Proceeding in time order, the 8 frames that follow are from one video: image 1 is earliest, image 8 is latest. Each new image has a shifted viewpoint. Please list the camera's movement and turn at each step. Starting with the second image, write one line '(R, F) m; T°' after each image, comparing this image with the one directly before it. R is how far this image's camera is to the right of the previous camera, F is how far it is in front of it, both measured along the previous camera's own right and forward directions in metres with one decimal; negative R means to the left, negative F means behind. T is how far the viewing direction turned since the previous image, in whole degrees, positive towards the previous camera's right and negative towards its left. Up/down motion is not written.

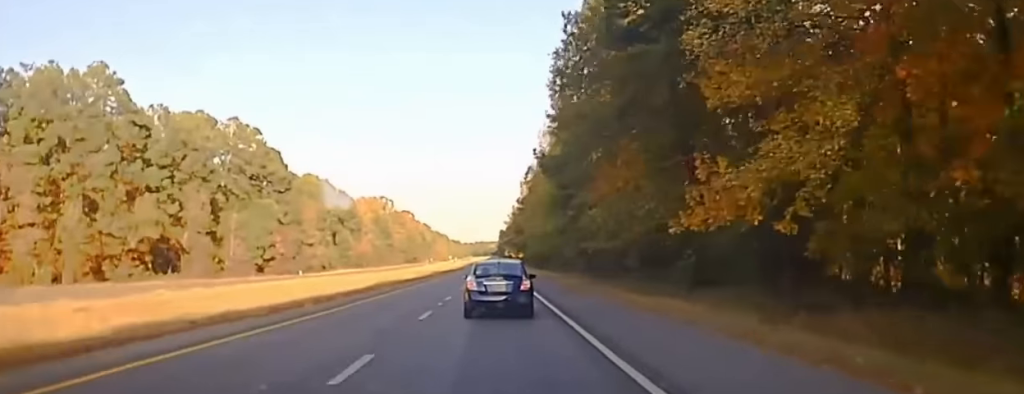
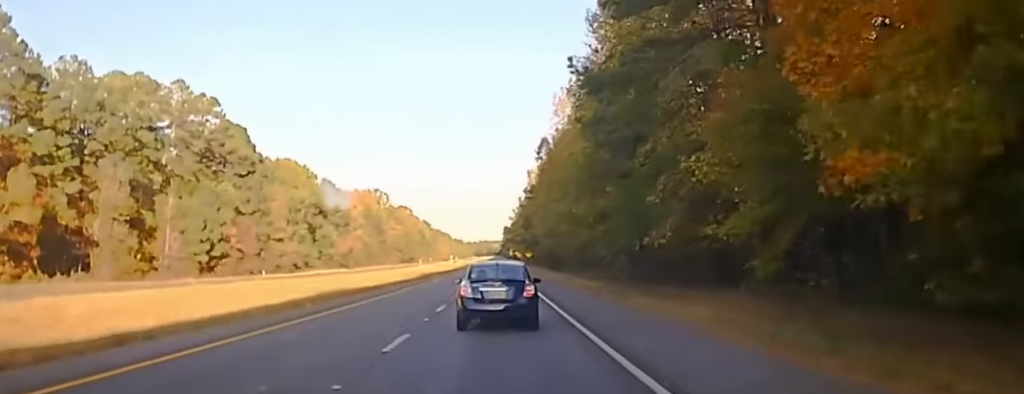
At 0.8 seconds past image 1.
(-0.1, +29.5) m; -1°
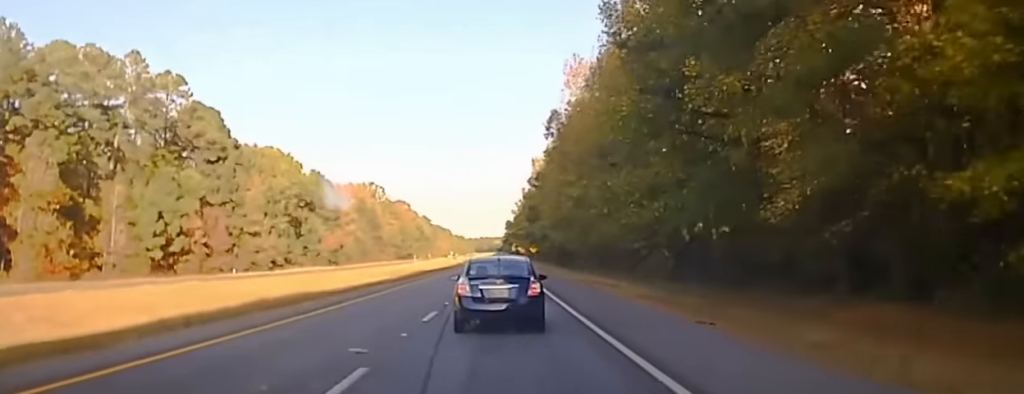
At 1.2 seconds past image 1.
(-0.1, +17.2) m; 0°
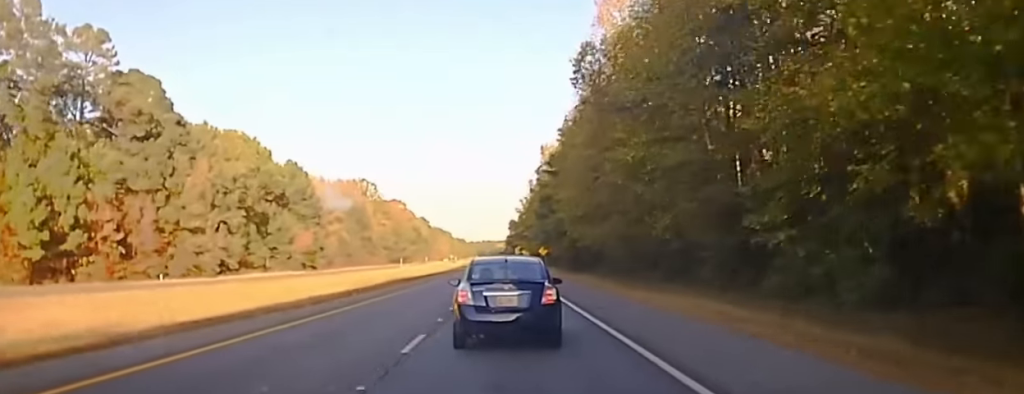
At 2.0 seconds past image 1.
(-0.3, +29.8) m; 0°
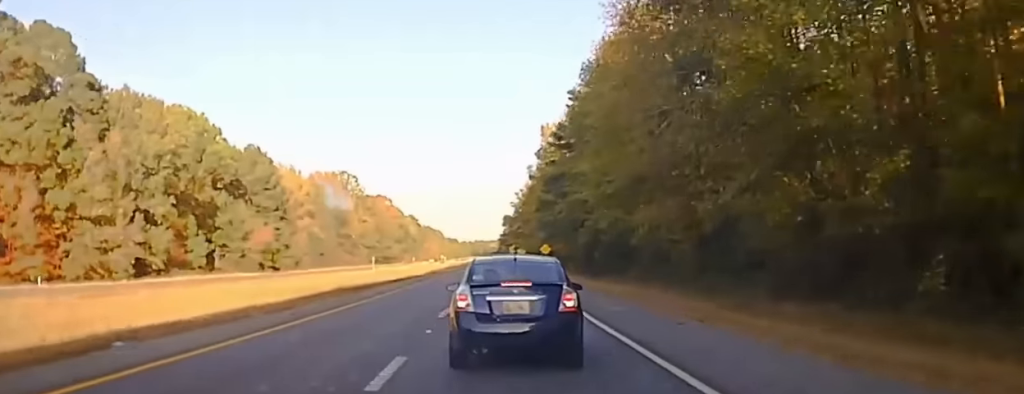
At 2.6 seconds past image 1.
(+0.3, +28.5) m; 0°
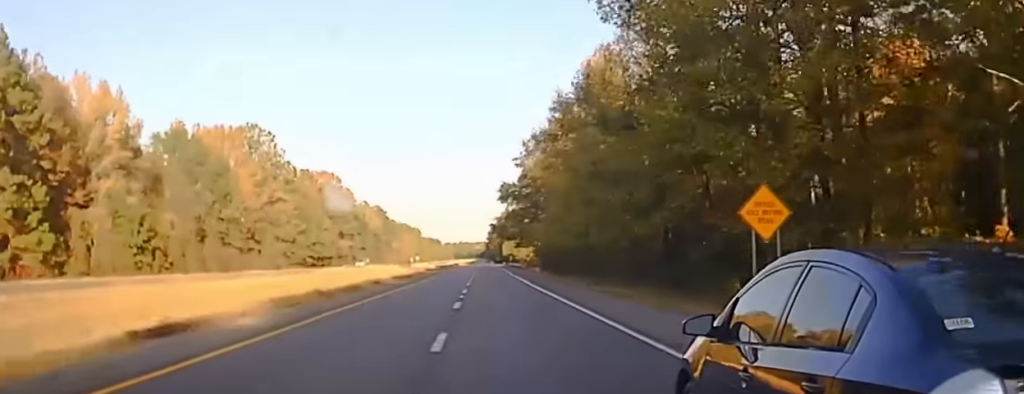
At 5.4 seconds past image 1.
(0.0, +122.3) m; 0°
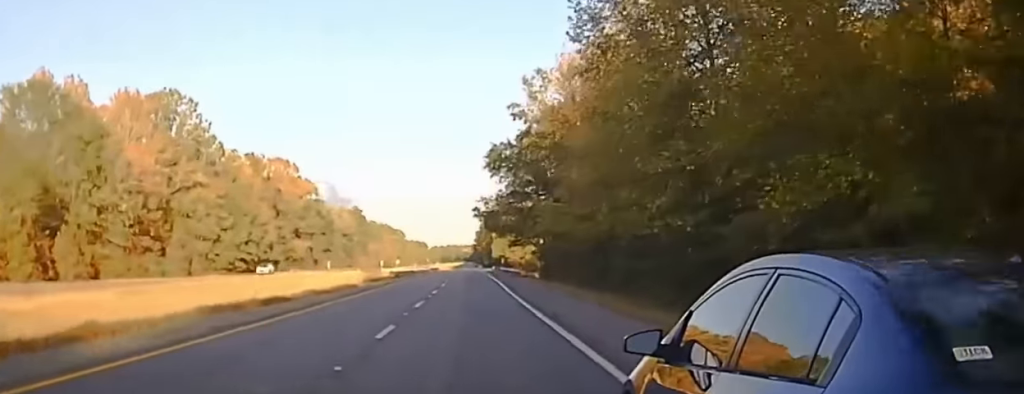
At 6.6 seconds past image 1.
(+0.3, +50.1) m; +1°
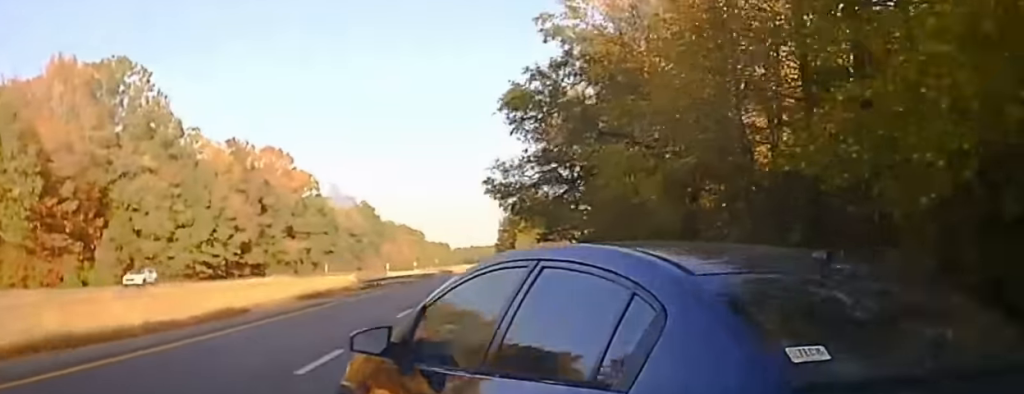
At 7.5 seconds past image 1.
(+0.2, +29.0) m; 0°
